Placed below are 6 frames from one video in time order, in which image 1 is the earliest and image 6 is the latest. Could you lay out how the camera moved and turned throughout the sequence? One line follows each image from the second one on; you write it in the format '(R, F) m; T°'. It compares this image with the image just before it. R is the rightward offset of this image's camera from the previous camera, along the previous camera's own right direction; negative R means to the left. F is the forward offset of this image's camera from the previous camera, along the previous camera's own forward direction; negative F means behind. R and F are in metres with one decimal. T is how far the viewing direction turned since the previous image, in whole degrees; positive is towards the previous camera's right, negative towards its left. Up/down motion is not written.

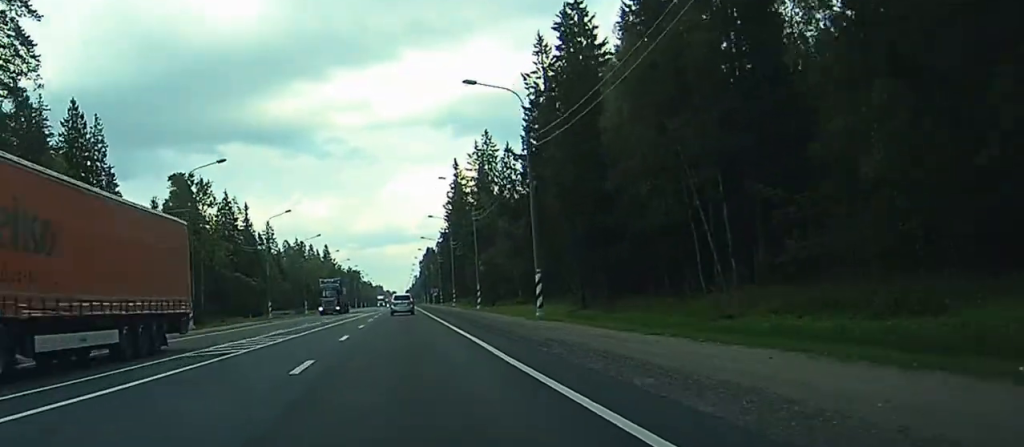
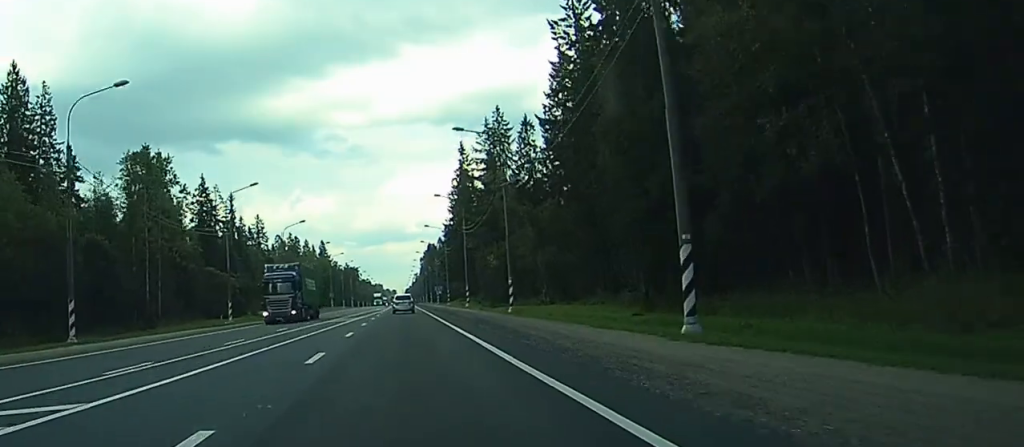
(-0.2, +21.7) m; -1°
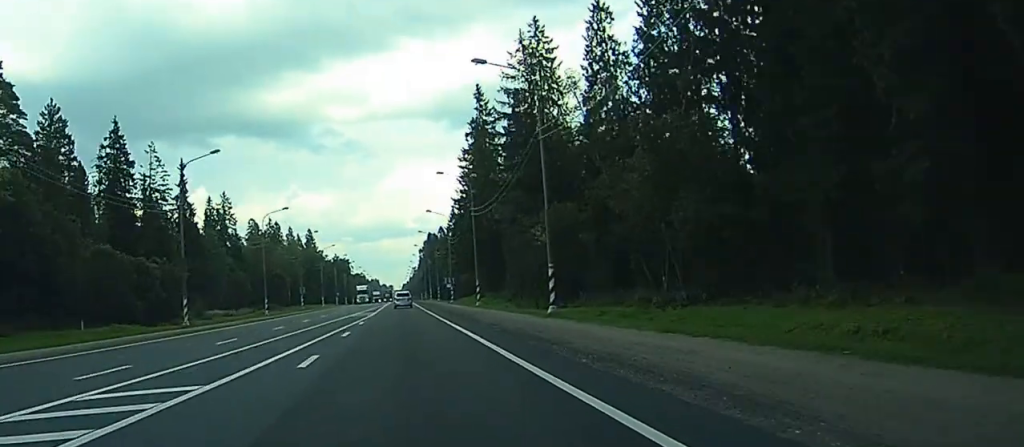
(-0.2, +49.2) m; 0°
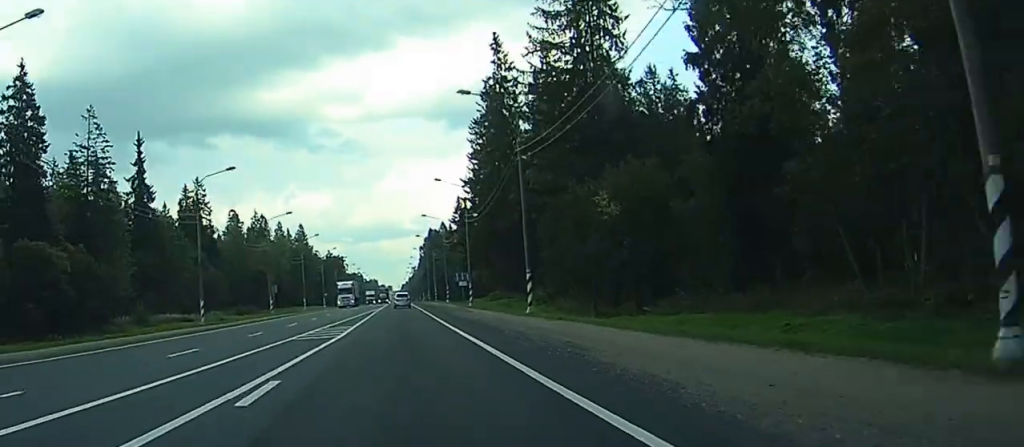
(+0.1, +29.2) m; +1°
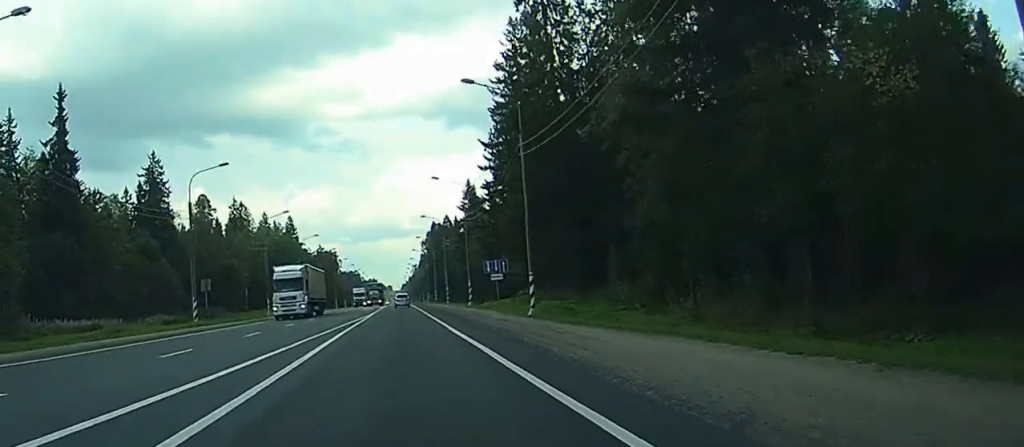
(+0.2, +36.0) m; 0°
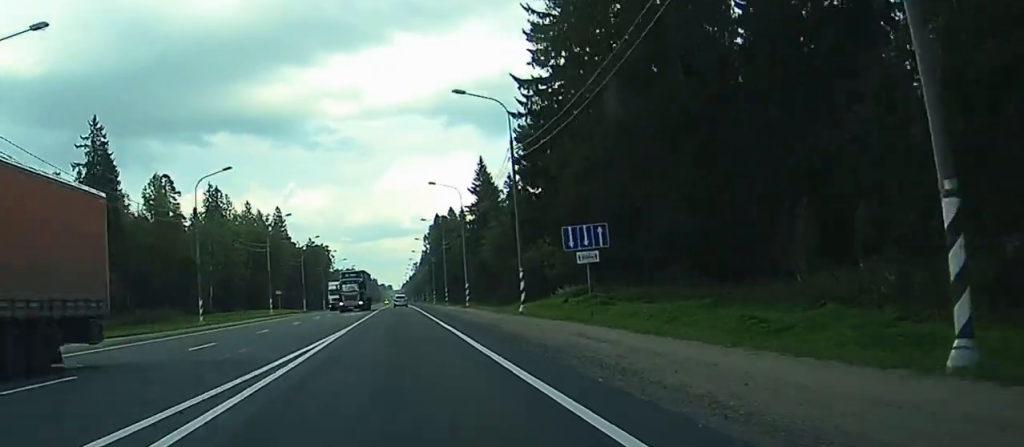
(-0.1, +32.4) m; 0°
